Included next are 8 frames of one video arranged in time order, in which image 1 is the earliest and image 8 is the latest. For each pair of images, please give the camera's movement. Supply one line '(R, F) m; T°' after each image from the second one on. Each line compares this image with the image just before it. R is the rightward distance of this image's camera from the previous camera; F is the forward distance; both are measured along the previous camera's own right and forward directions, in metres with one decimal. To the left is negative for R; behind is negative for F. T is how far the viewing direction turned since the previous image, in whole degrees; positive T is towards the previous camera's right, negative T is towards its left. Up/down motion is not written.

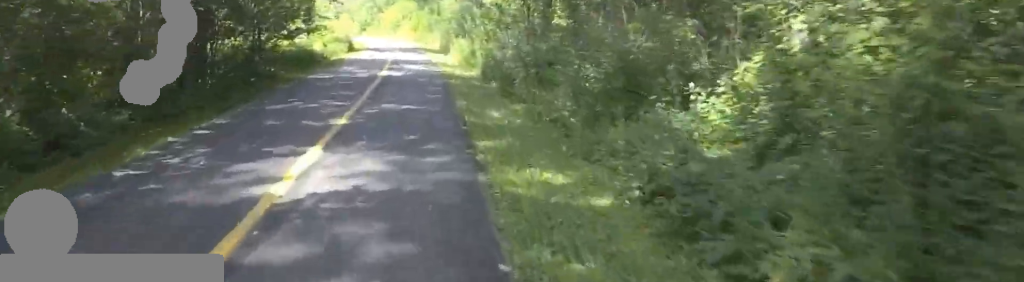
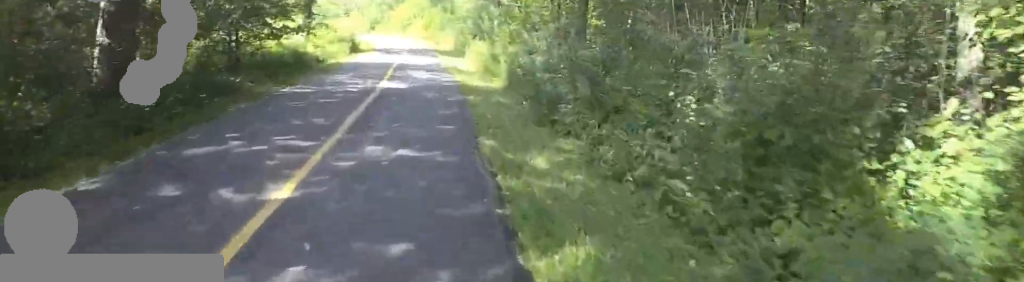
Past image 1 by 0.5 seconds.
(0.0, +3.0) m; 0°
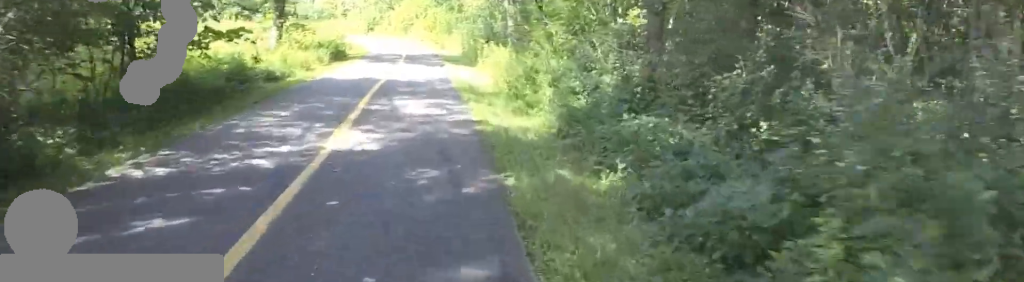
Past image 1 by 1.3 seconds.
(0.0, +5.1) m; 0°
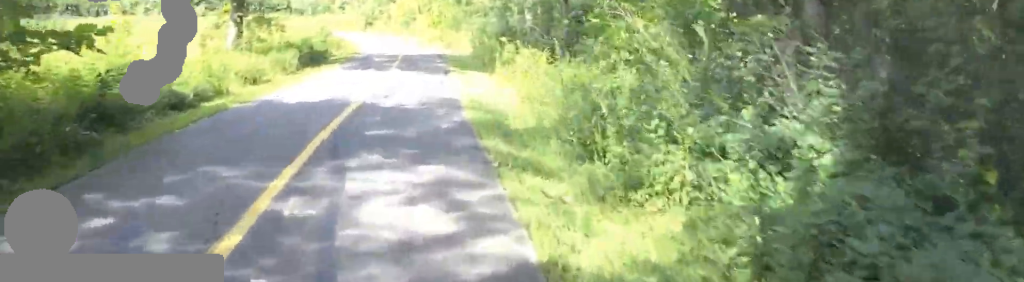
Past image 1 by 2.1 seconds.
(0.0, +4.6) m; 0°
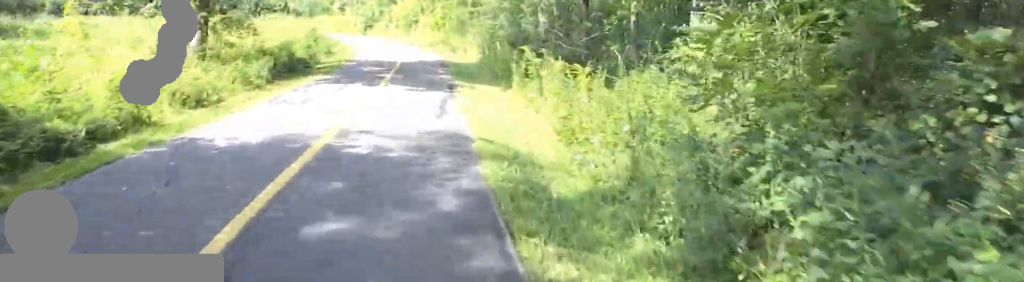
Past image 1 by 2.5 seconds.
(0.0, +2.6) m; 0°
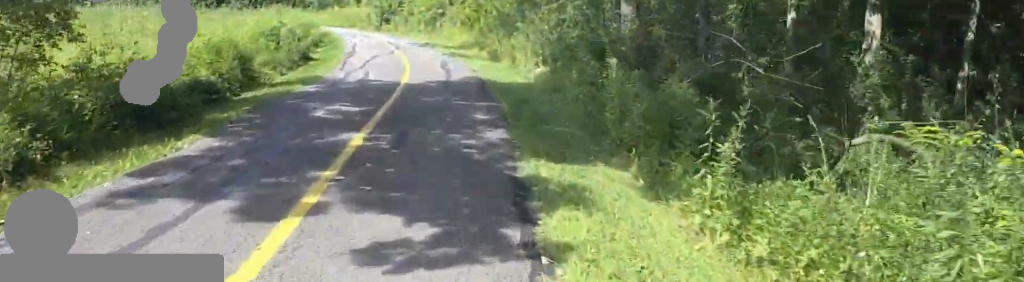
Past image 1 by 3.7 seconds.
(0.0, +7.5) m; 0°
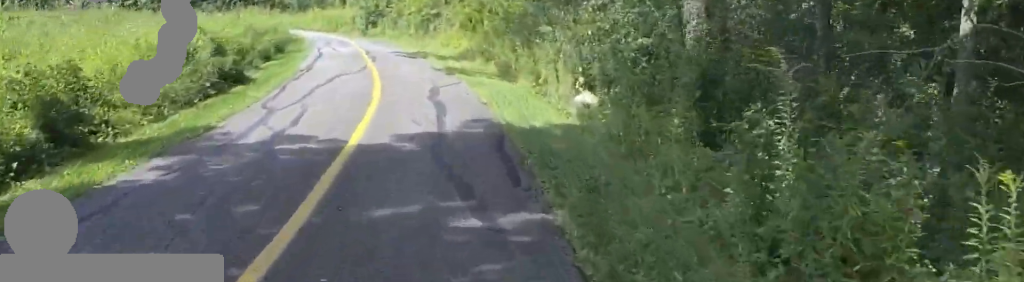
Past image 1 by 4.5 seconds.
(0.0, +4.5) m; 0°
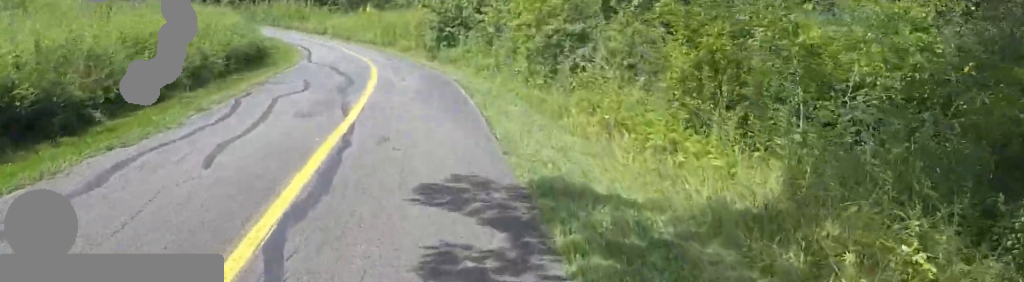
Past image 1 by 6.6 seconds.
(-2.4, +13.6) m; -20°
